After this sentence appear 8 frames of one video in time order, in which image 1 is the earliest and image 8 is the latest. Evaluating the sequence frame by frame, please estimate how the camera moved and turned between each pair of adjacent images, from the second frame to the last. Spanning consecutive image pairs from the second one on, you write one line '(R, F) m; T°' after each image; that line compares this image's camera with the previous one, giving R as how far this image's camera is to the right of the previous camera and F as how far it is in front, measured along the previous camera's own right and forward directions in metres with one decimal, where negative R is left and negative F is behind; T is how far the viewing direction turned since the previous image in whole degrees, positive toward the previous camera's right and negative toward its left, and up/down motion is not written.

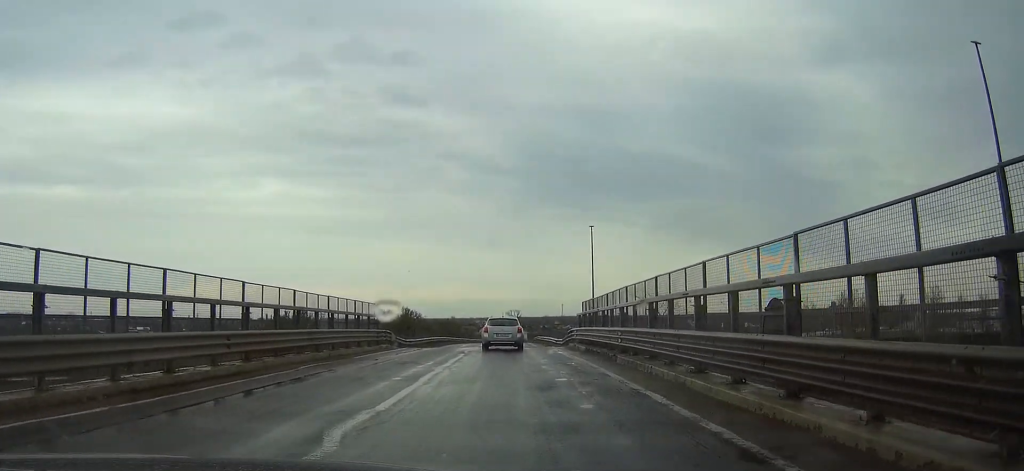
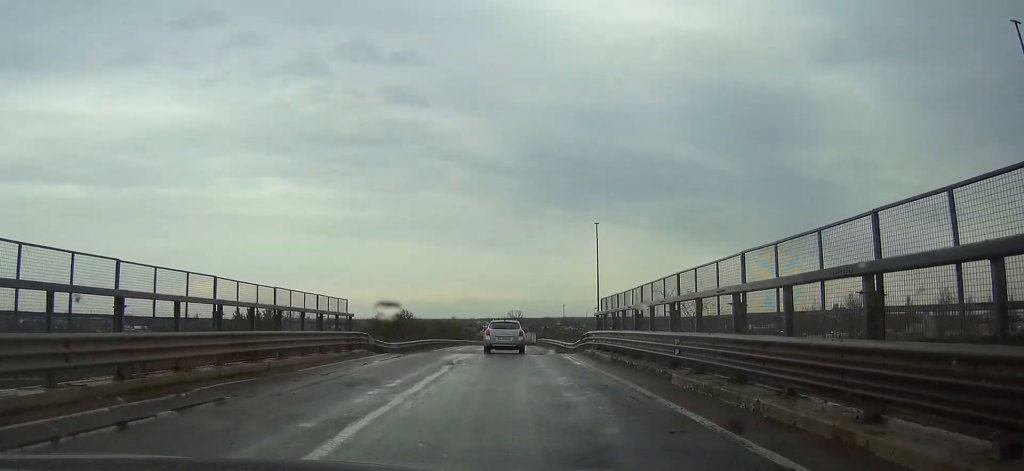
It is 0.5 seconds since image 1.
(-0.1, +6.5) m; -1°
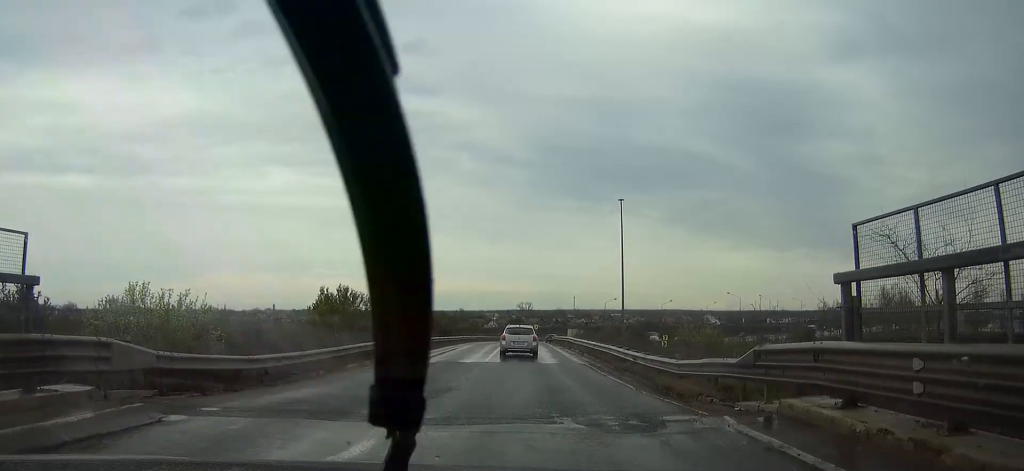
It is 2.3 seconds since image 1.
(-0.2, +21.3) m; 0°
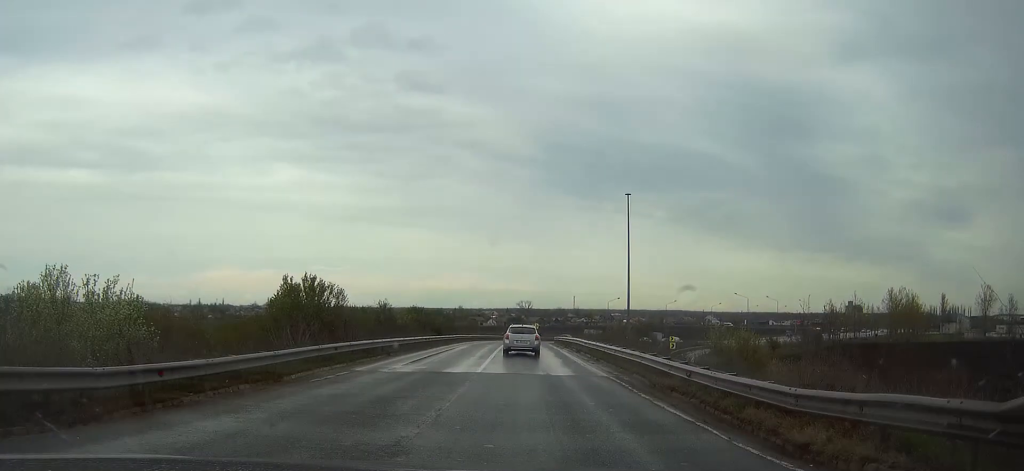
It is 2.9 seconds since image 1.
(0.0, +6.8) m; +1°
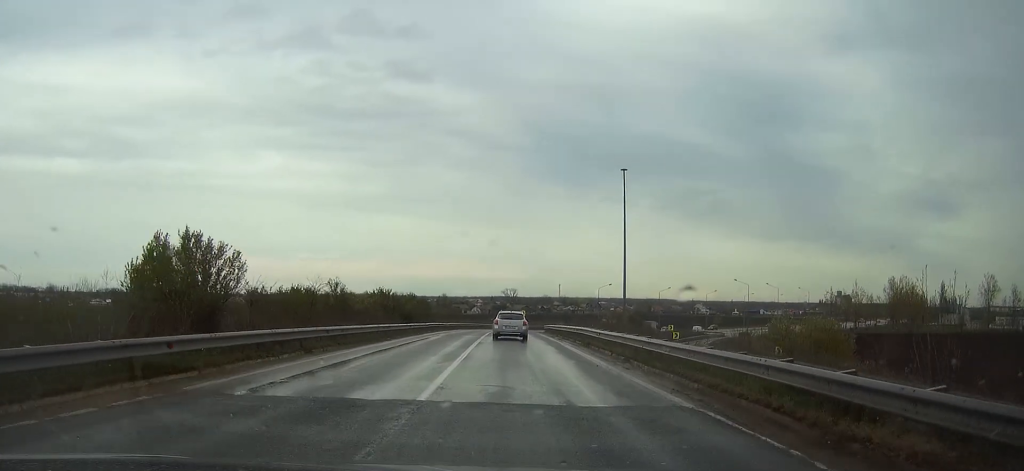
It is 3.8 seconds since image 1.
(+0.1, +11.7) m; 0°
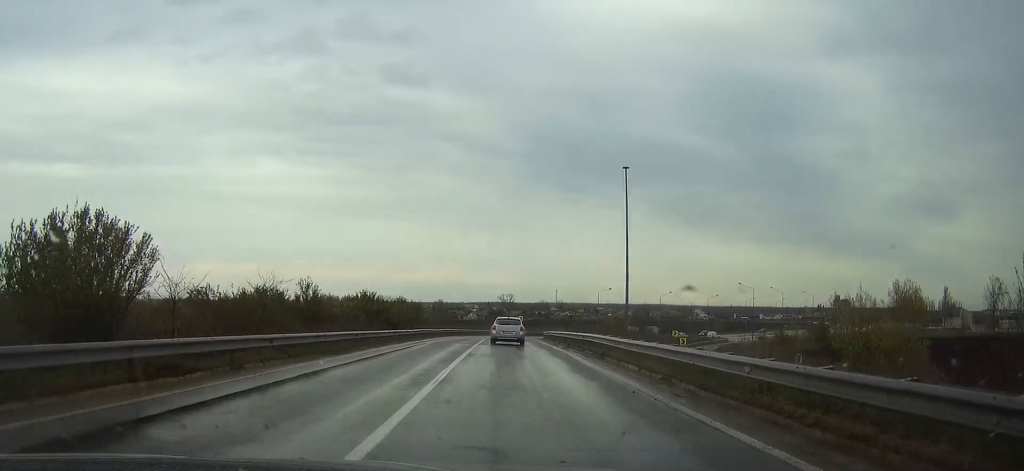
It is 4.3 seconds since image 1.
(0.0, +5.8) m; 0°
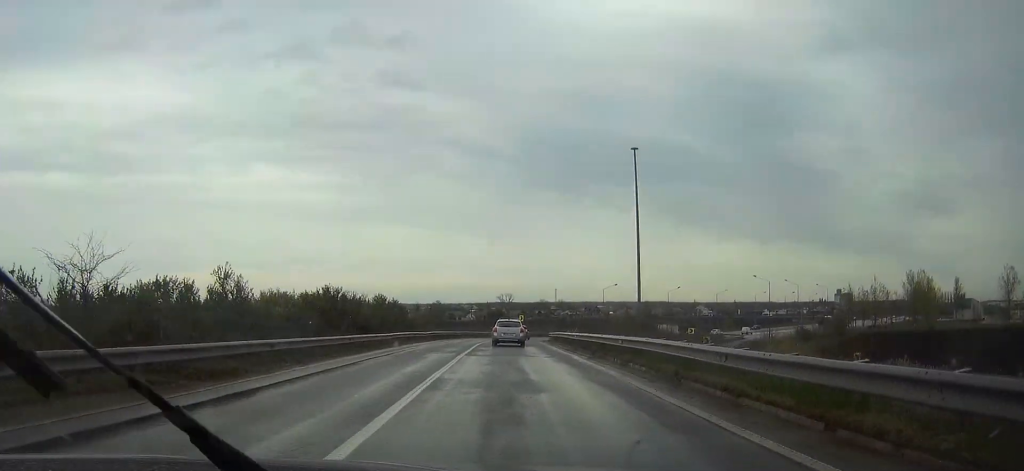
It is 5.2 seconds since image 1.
(0.0, +11.3) m; 0°
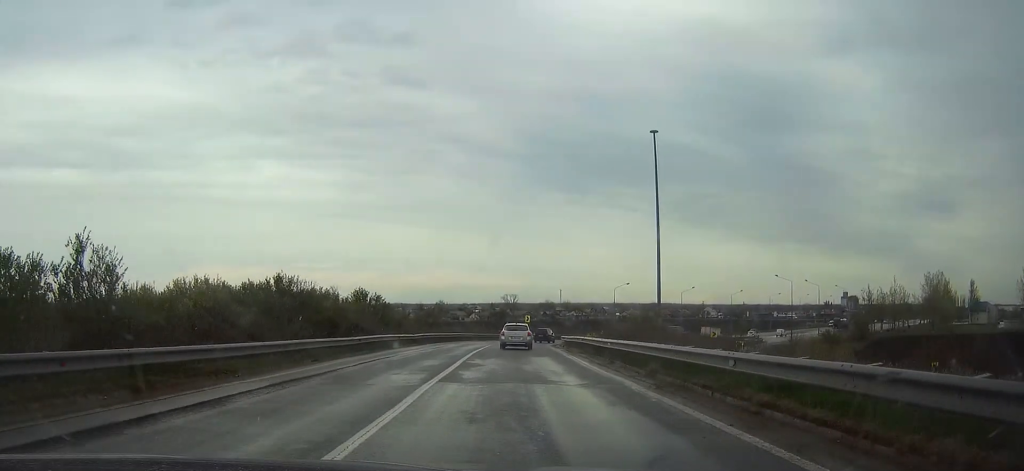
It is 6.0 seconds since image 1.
(0.0, +9.9) m; 0°
